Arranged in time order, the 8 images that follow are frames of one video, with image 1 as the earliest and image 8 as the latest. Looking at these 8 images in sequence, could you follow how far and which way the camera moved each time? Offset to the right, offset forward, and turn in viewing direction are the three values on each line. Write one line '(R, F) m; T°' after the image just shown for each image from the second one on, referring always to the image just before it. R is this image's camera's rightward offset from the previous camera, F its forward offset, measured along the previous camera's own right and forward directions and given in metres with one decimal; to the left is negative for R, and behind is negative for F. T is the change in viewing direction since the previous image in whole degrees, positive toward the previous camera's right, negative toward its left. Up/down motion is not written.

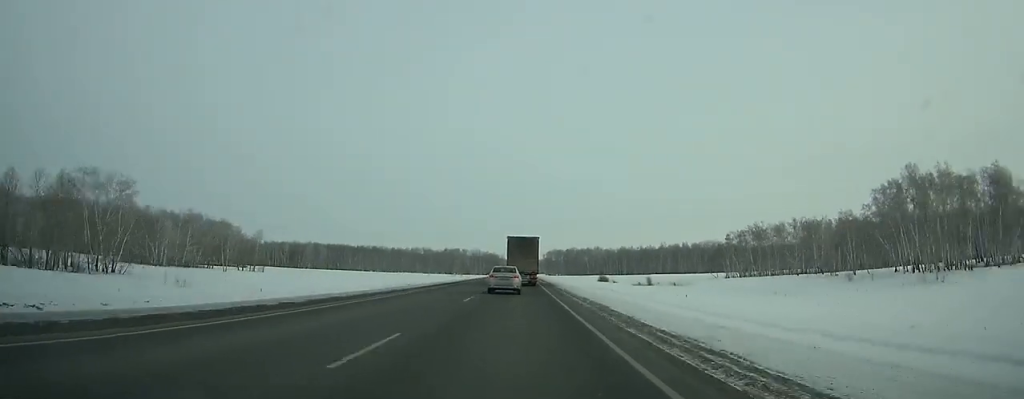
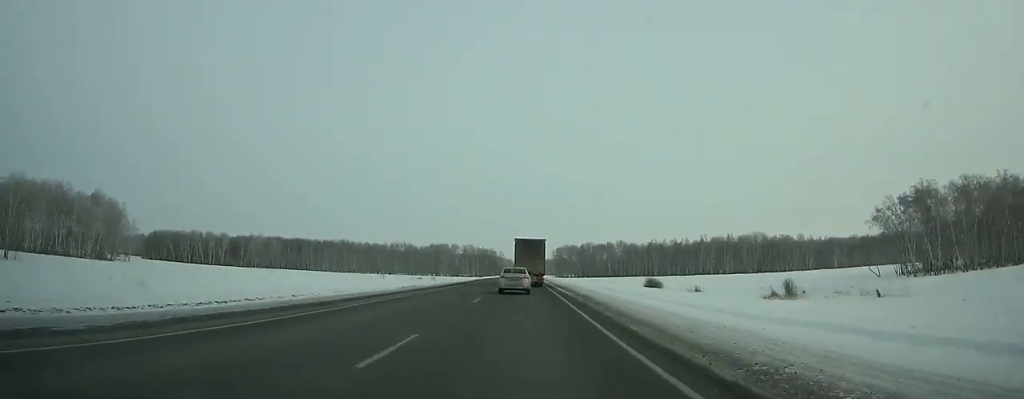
(-0.2, +95.2) m; 0°
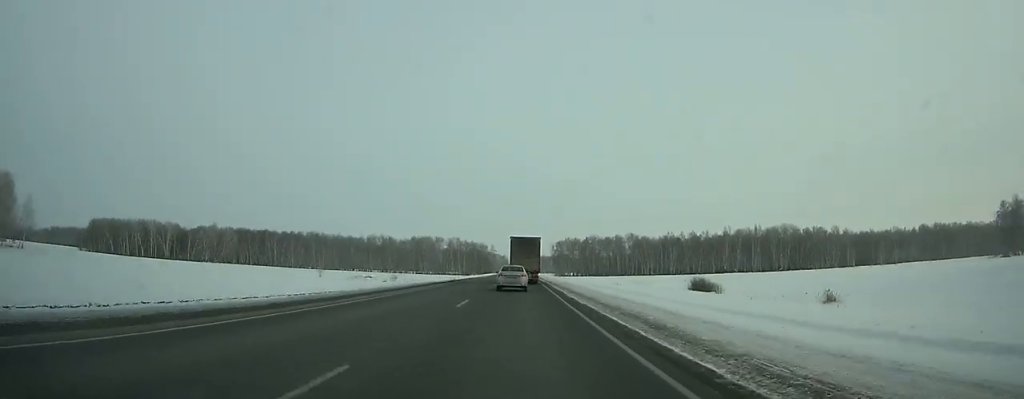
(0.0, +53.0) m; 0°
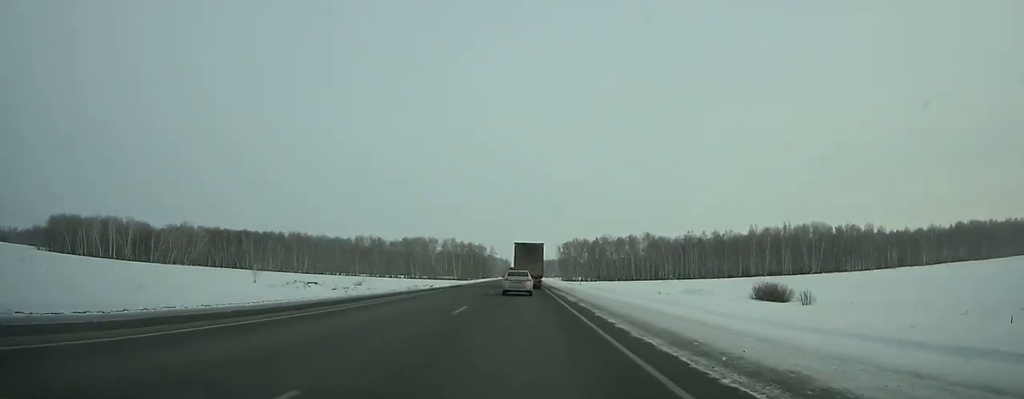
(+0.1, +34.2) m; 0°
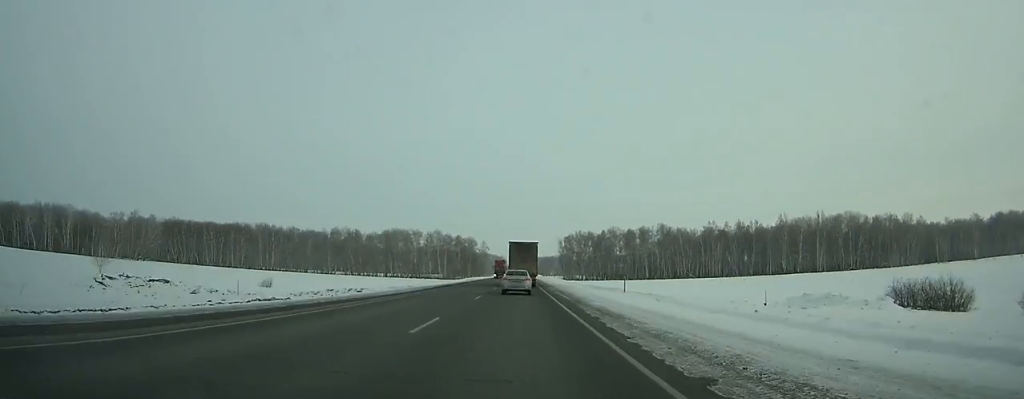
(0.0, +39.6) m; 0°
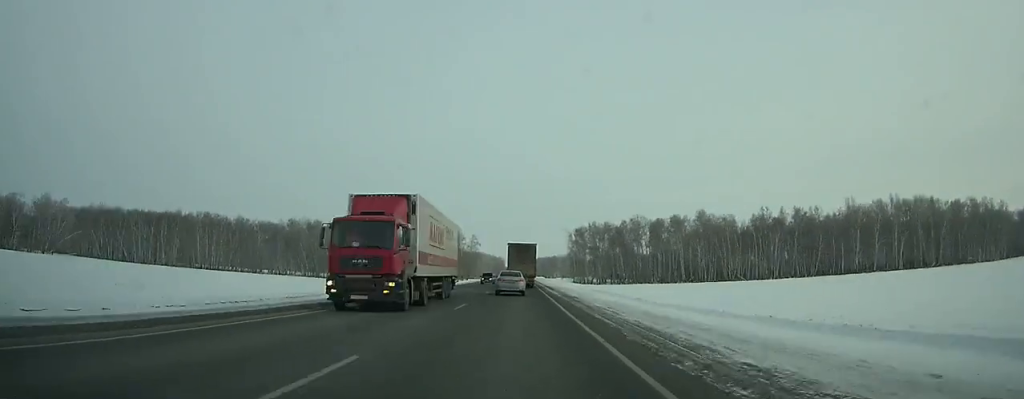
(+0.1, +59.1) m; +3°
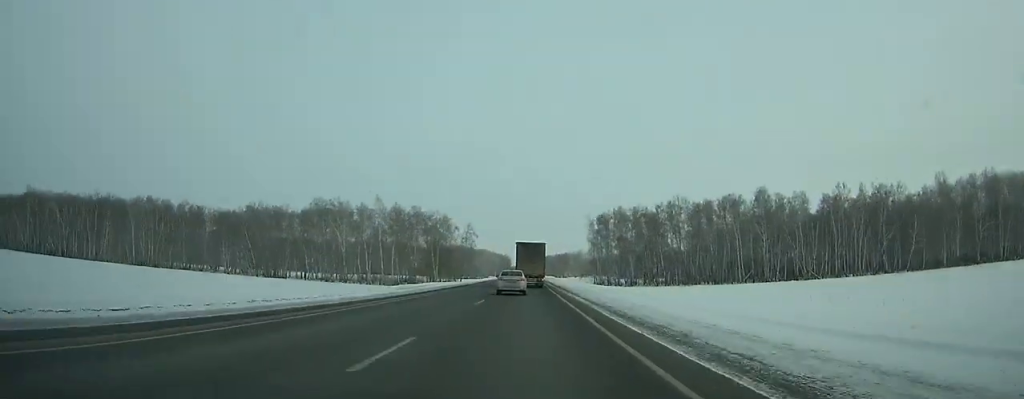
(-1.2, +47.3) m; +4°
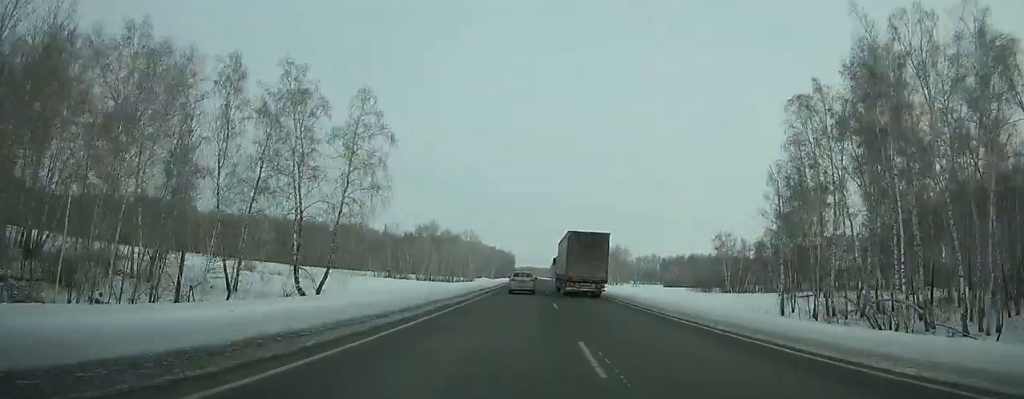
(-15.8, +131.8) m; -13°
